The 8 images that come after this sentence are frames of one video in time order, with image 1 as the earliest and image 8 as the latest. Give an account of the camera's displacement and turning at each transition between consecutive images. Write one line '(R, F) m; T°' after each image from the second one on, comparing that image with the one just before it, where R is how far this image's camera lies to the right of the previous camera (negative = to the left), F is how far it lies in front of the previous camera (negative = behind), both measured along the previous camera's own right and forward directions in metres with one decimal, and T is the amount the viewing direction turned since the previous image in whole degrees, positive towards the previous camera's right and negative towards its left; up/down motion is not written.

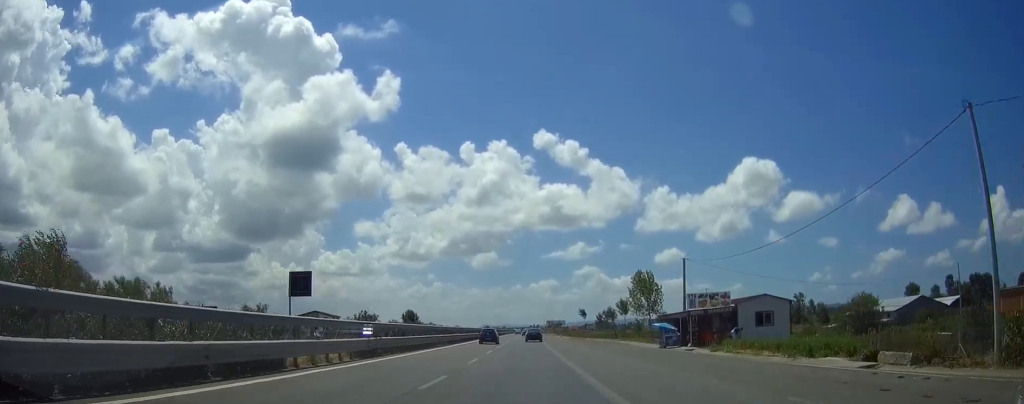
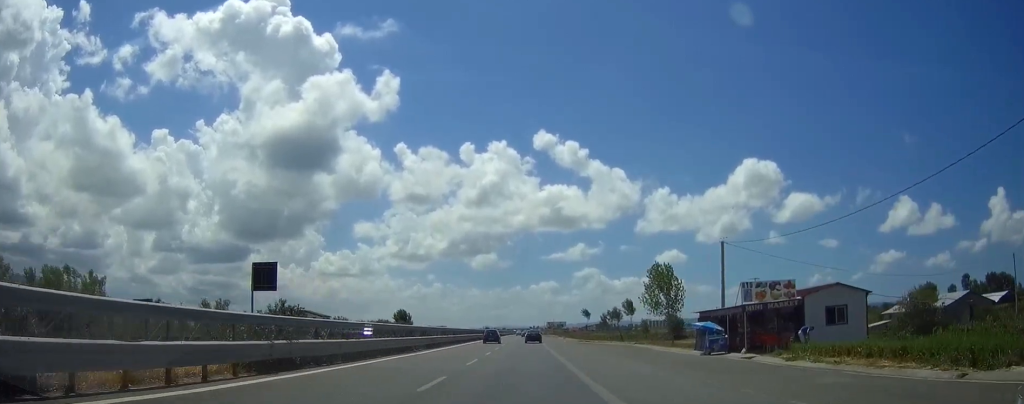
(0.0, +11.7) m; 0°
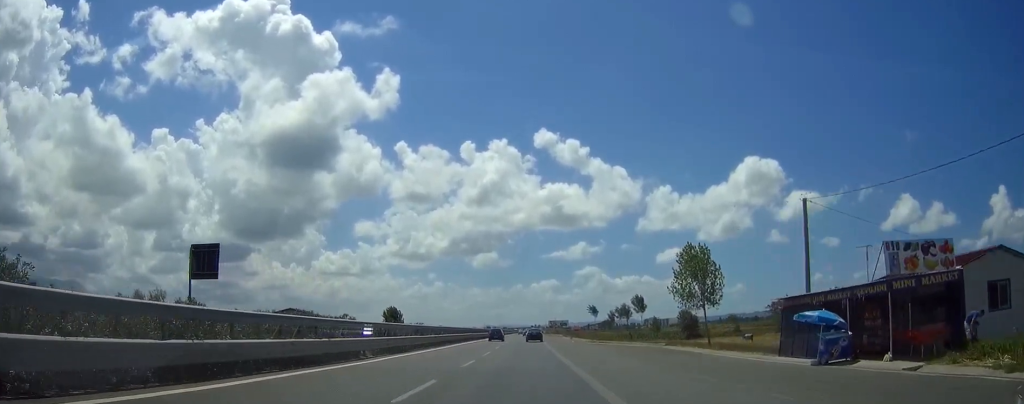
(-0.1, +14.4) m; 0°
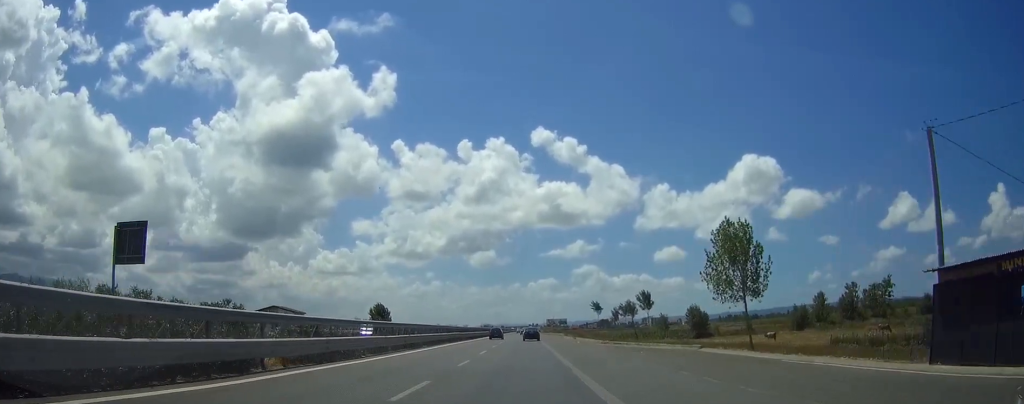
(0.0, +11.8) m; 0°
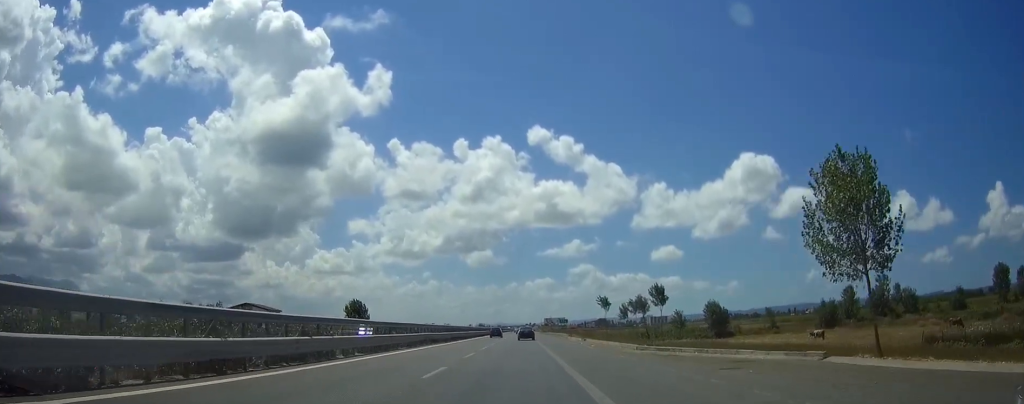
(+0.1, +17.8) m; 0°
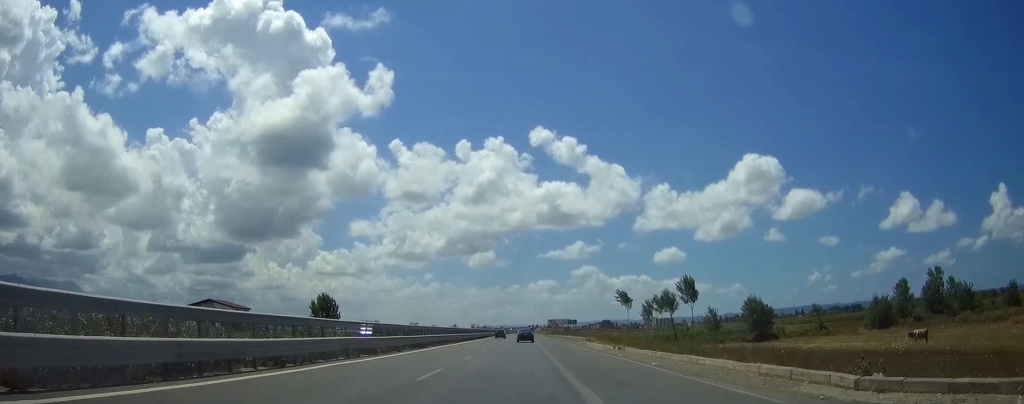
(0.0, +23.8) m; 0°
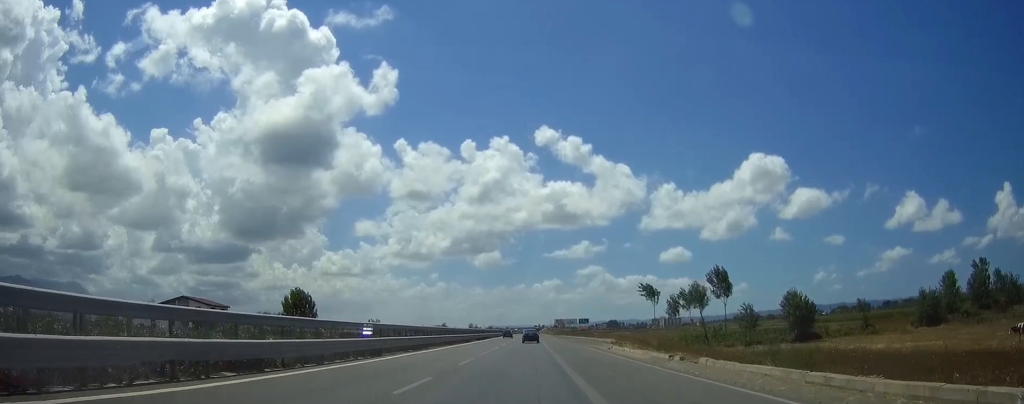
(-0.1, +15.8) m; 0°
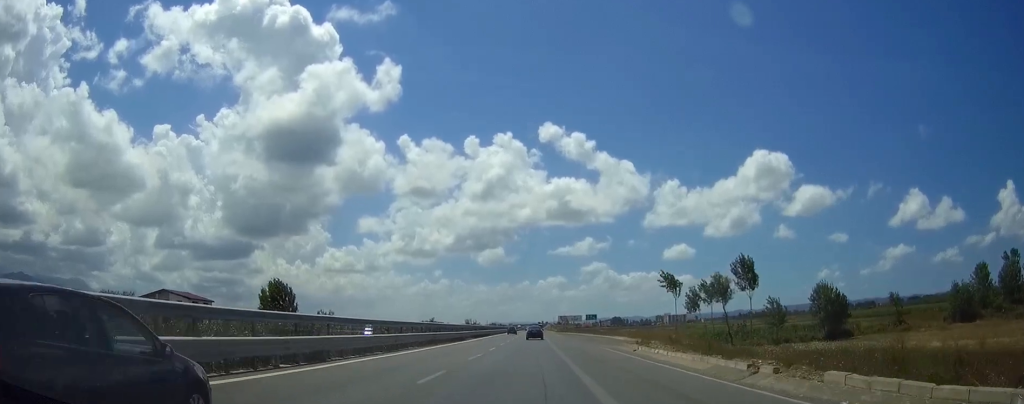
(0.0, +9.8) m; 0°
